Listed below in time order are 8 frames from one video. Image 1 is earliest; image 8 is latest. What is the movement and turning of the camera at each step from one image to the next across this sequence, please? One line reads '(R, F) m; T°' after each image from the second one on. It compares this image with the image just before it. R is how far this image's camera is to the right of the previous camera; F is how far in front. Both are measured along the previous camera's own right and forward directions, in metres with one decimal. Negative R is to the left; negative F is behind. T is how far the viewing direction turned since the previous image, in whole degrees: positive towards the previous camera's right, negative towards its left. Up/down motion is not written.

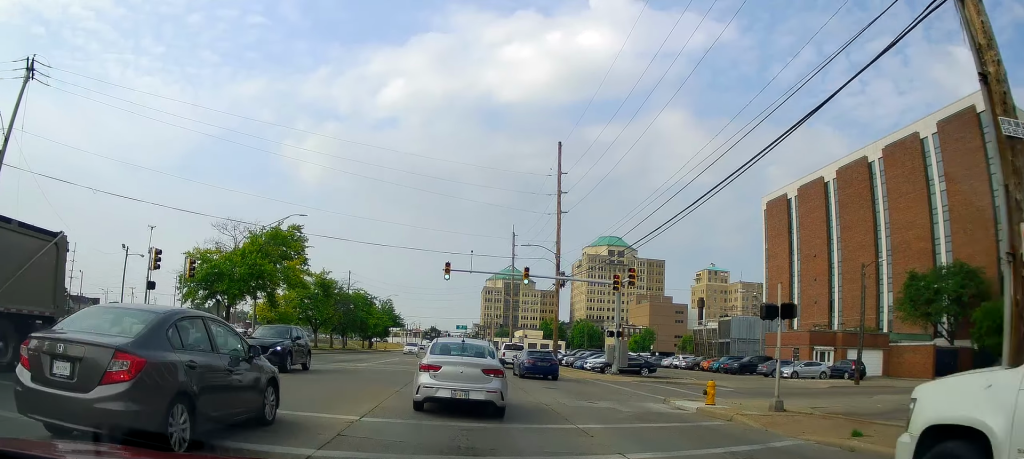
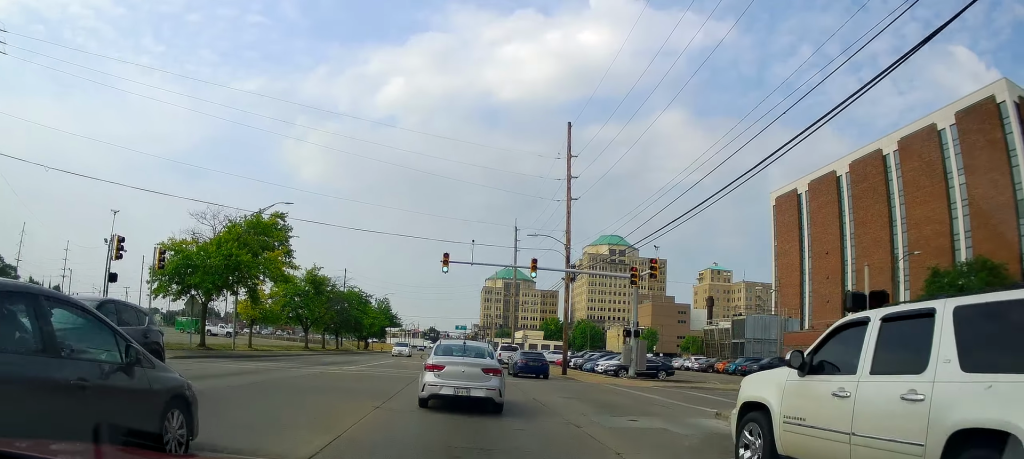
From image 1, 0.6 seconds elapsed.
(-0.4, +3.6) m; +3°
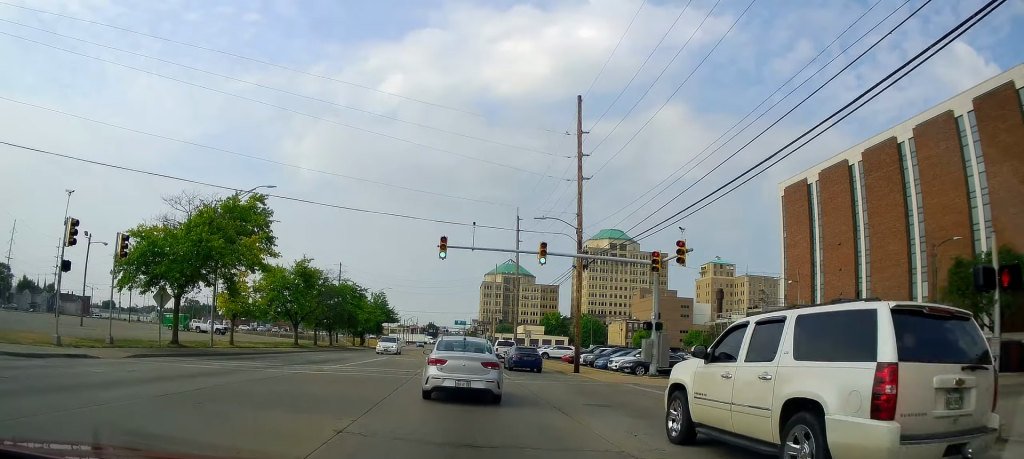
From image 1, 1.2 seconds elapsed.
(+0.4, +3.7) m; +3°
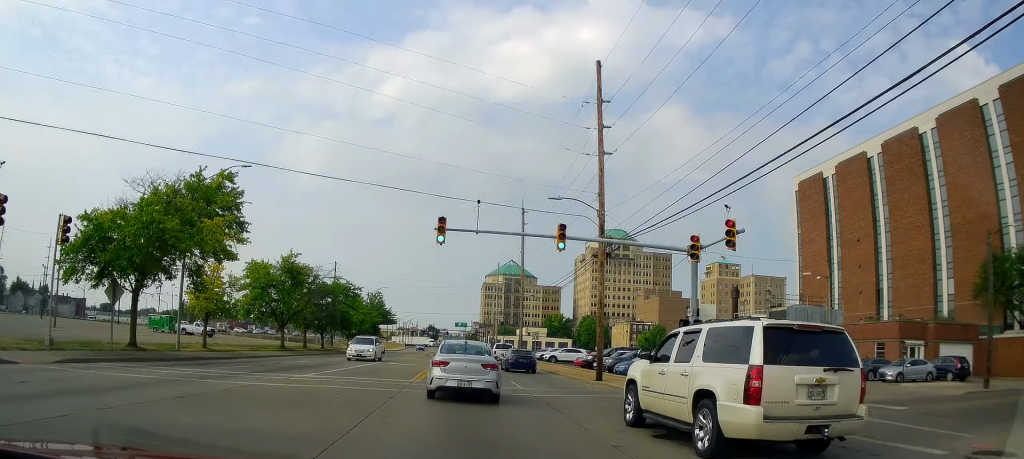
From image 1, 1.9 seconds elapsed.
(+0.4, +4.7) m; +3°
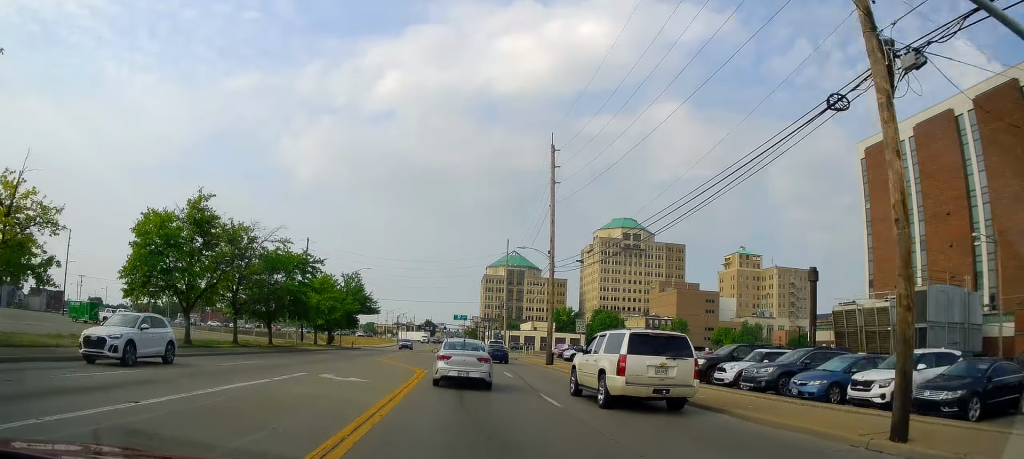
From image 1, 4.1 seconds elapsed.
(+0.3, +19.7) m; 0°
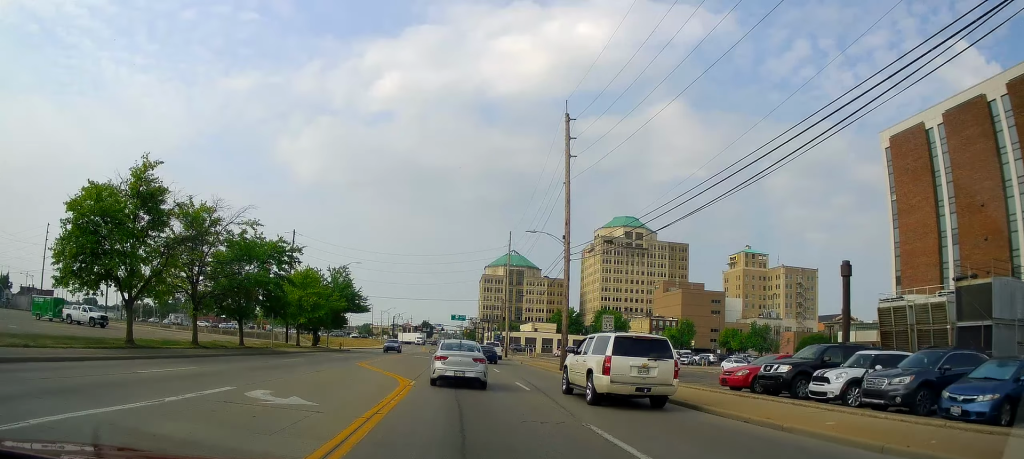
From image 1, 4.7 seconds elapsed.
(-0.2, +6.5) m; -2°
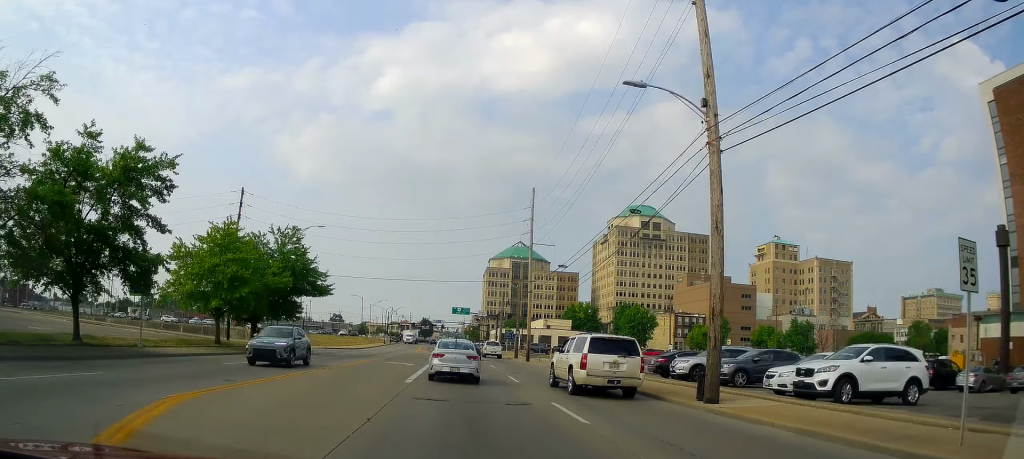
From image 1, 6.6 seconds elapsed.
(-1.3, +21.1) m; -1°
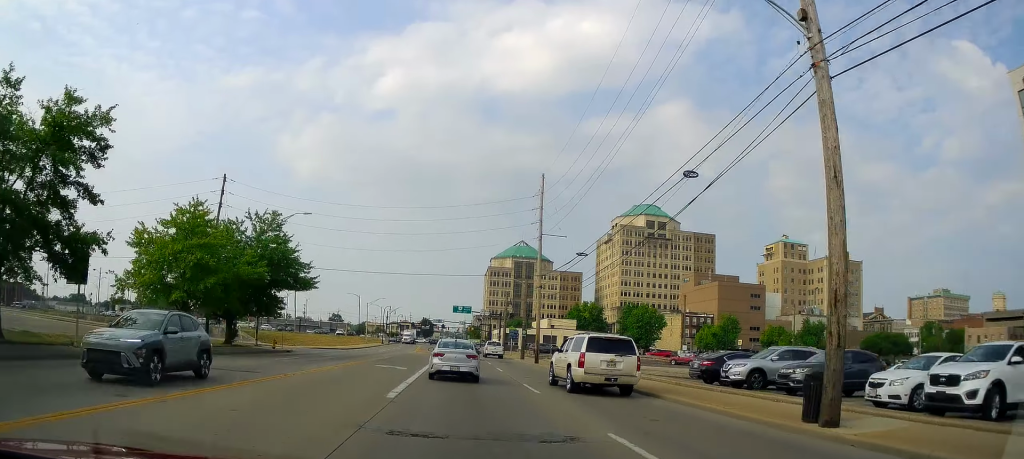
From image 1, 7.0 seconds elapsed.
(+0.2, +5.3) m; +2°
